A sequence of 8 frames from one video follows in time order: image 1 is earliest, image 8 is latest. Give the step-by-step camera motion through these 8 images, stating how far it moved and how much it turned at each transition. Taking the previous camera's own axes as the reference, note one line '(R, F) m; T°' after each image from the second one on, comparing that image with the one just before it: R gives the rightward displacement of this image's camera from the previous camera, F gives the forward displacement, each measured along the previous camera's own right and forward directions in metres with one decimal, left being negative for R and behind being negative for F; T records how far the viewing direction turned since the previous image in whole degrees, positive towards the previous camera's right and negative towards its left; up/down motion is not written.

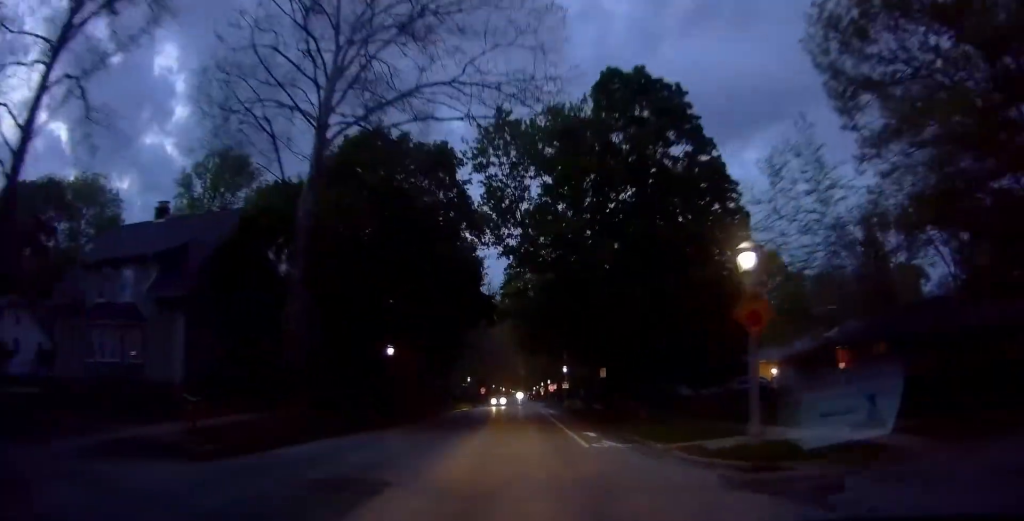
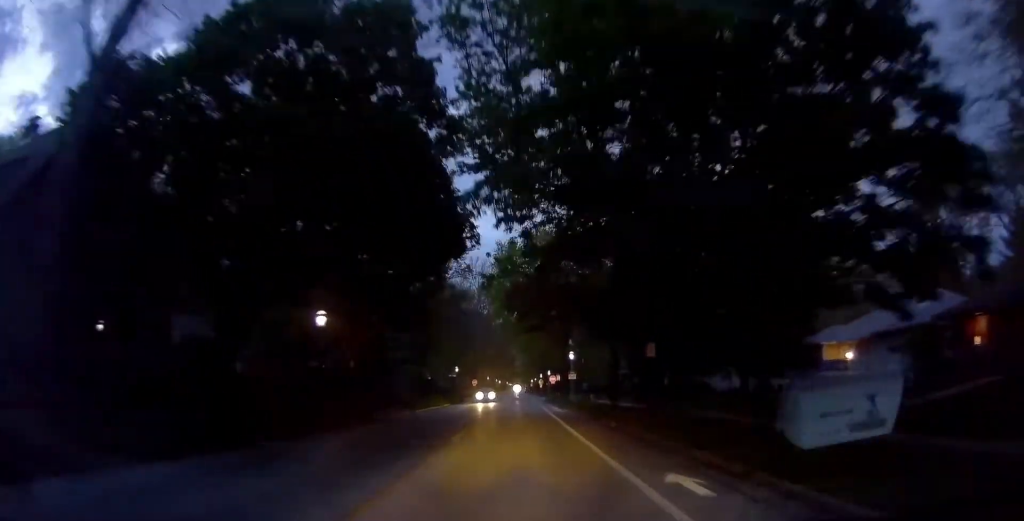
(-0.1, +11.6) m; +1°
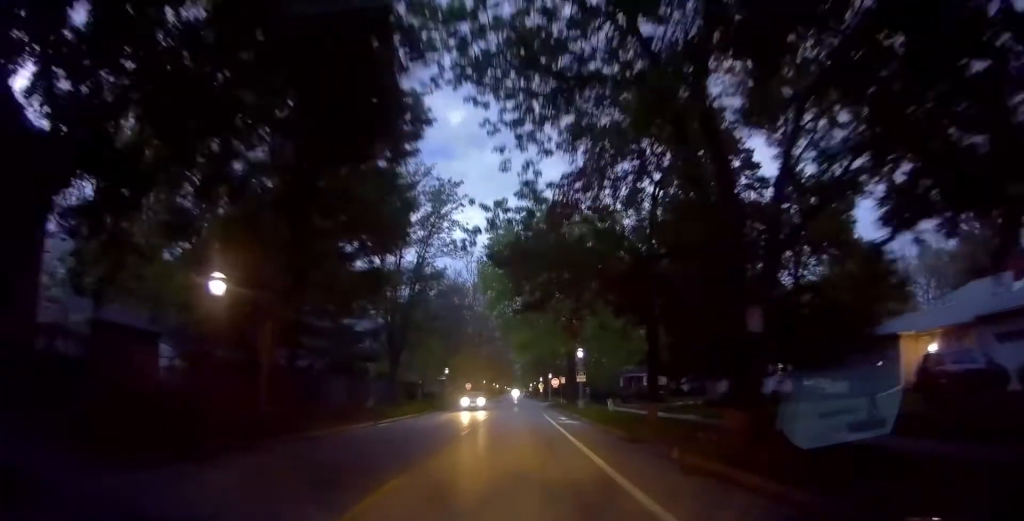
(+0.1, +8.1) m; +2°
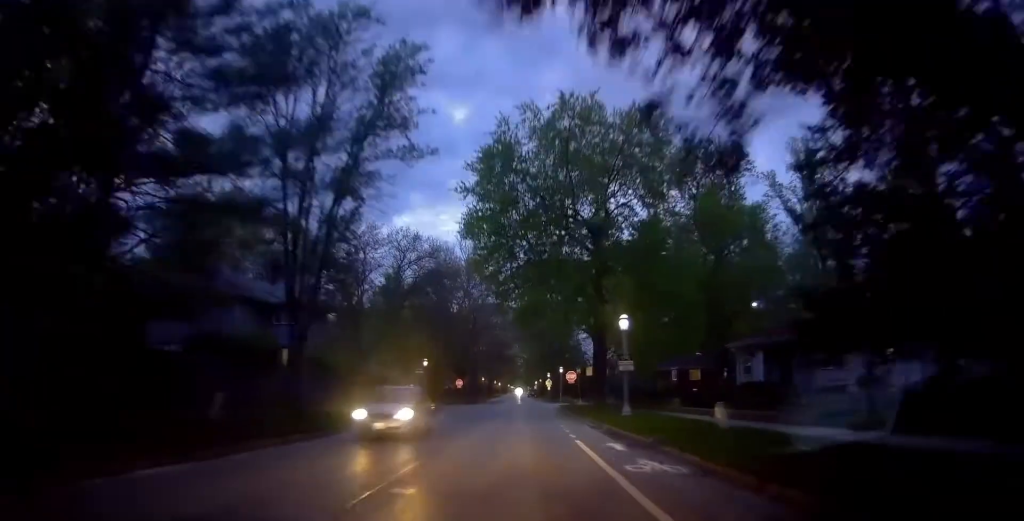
(-0.3, +16.3) m; -3°
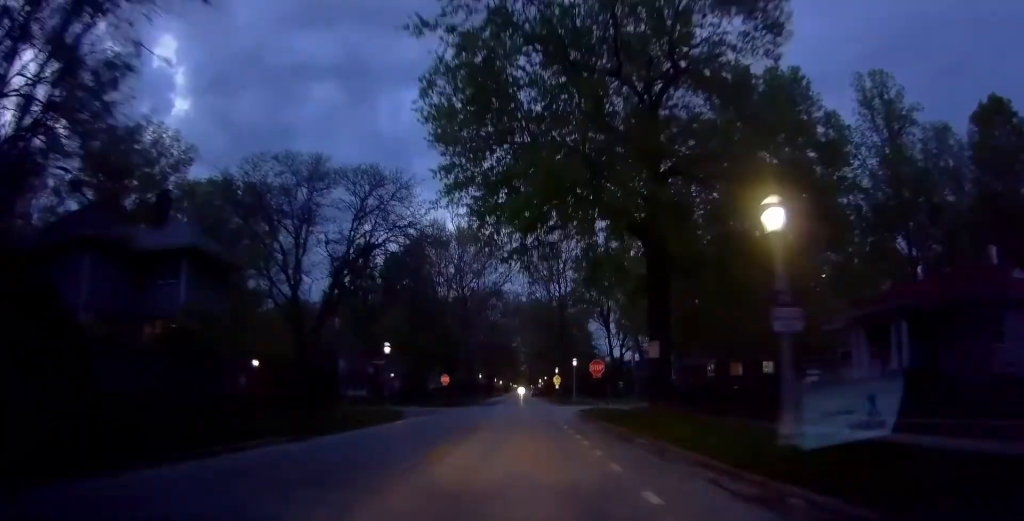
(+0.1, +15.0) m; +1°
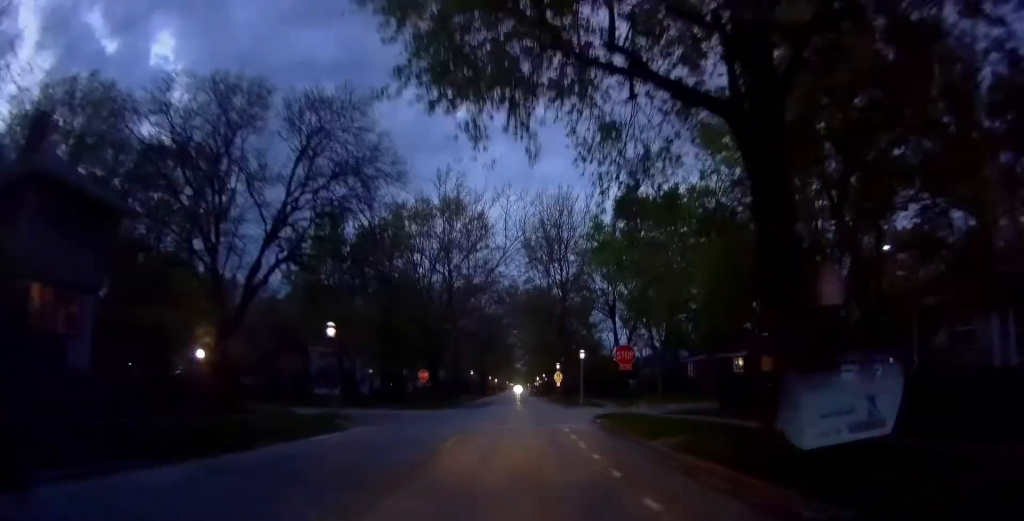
(0.0, +11.0) m; 0°
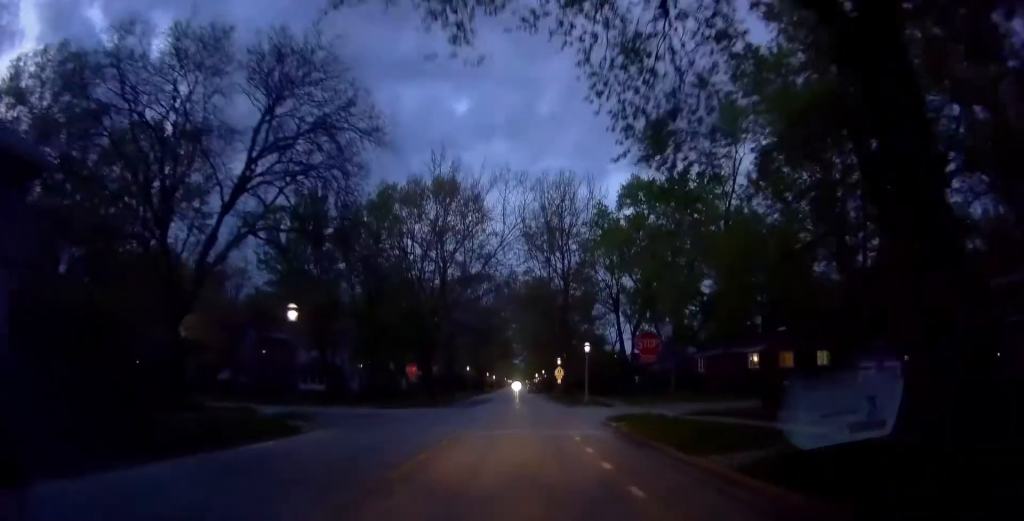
(0.0, +5.3) m; 0°
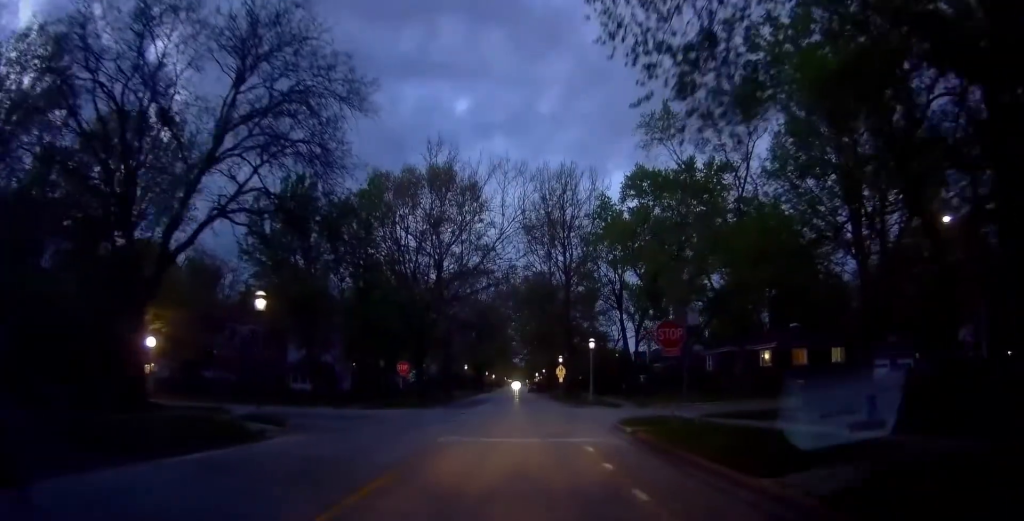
(0.0, +3.2) m; 0°
